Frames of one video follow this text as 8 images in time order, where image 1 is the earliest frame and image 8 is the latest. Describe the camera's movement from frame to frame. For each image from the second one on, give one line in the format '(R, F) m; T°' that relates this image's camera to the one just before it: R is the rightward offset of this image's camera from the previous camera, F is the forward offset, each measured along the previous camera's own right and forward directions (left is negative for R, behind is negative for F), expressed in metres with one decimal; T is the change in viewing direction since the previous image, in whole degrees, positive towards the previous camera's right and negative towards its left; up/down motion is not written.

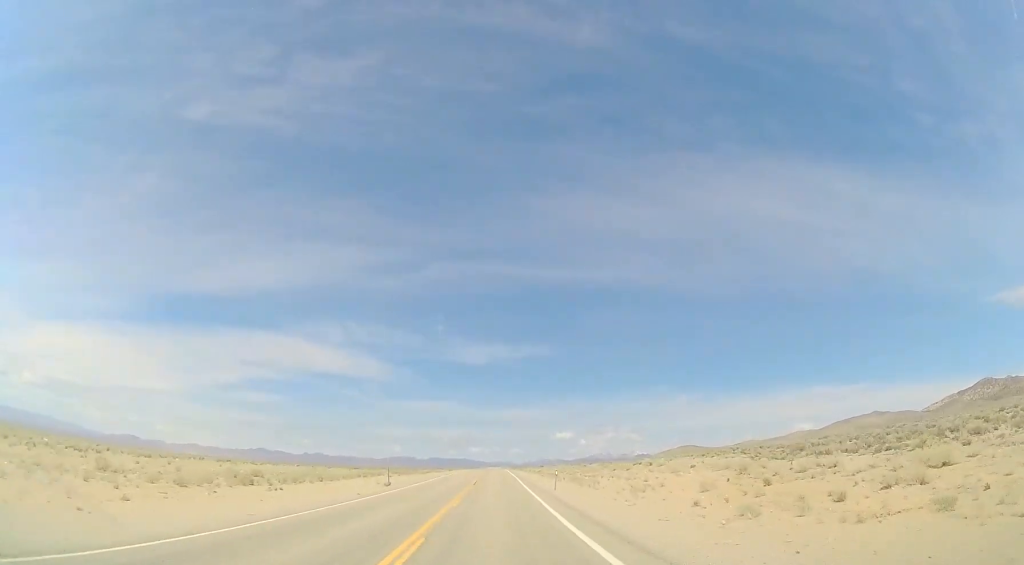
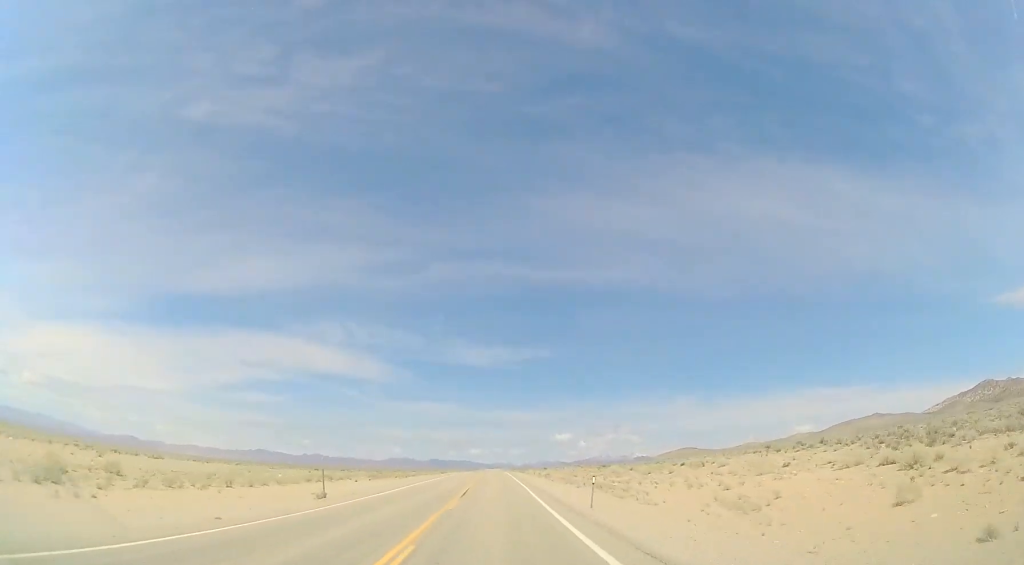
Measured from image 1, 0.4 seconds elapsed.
(0.0, +13.5) m; 0°
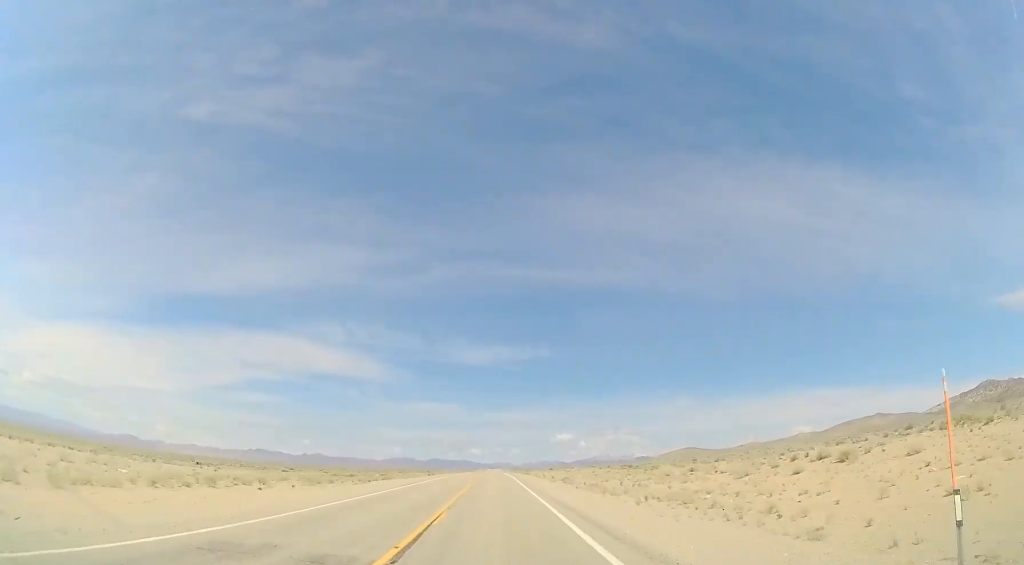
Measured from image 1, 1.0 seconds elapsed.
(-0.2, +17.7) m; +1°
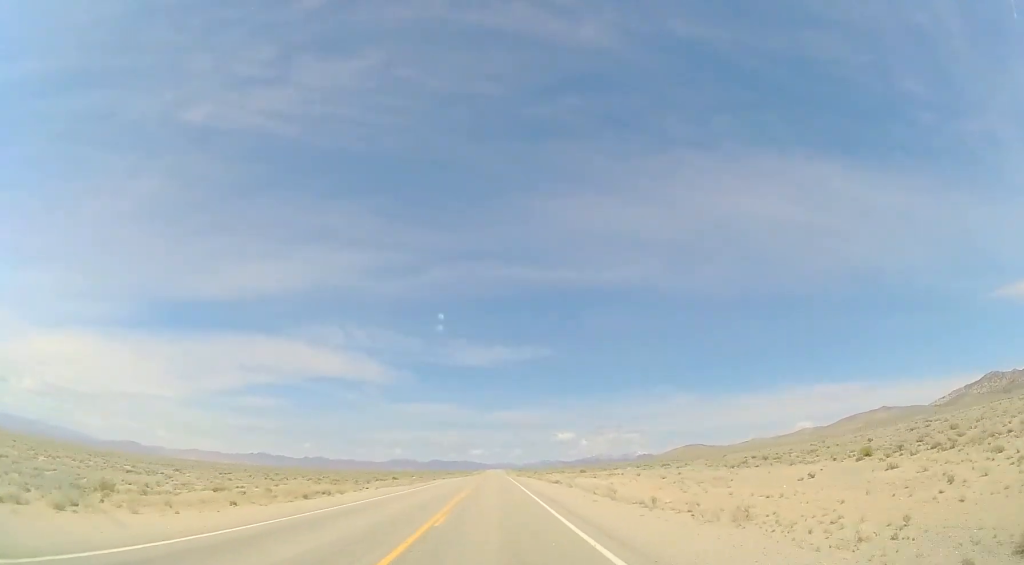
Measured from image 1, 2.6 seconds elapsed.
(+0.7, +49.3) m; 0°
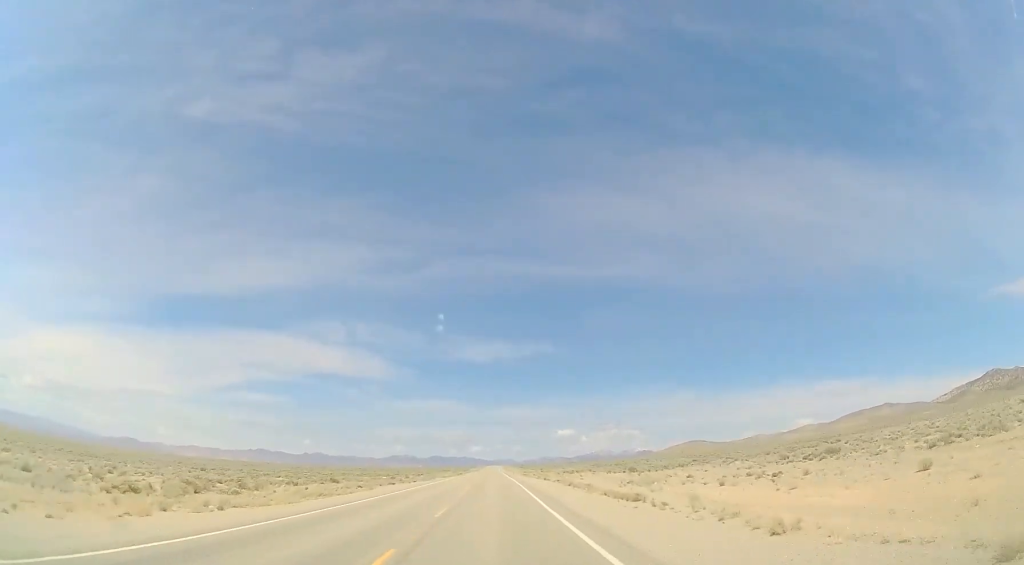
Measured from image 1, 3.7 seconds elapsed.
(-0.4, +34.6) m; -1°
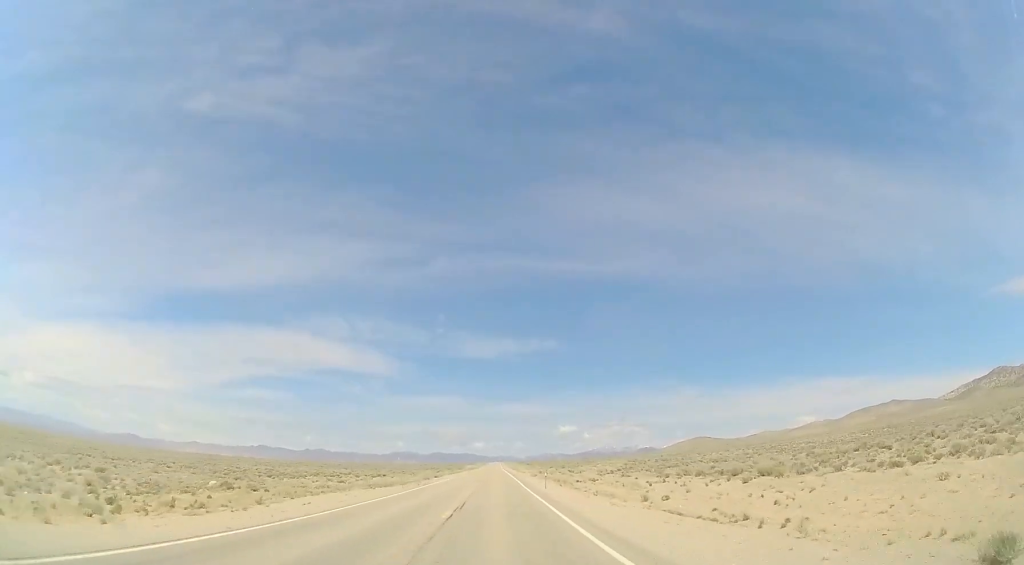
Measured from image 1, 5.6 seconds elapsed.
(0.0, +60.9) m; 0°
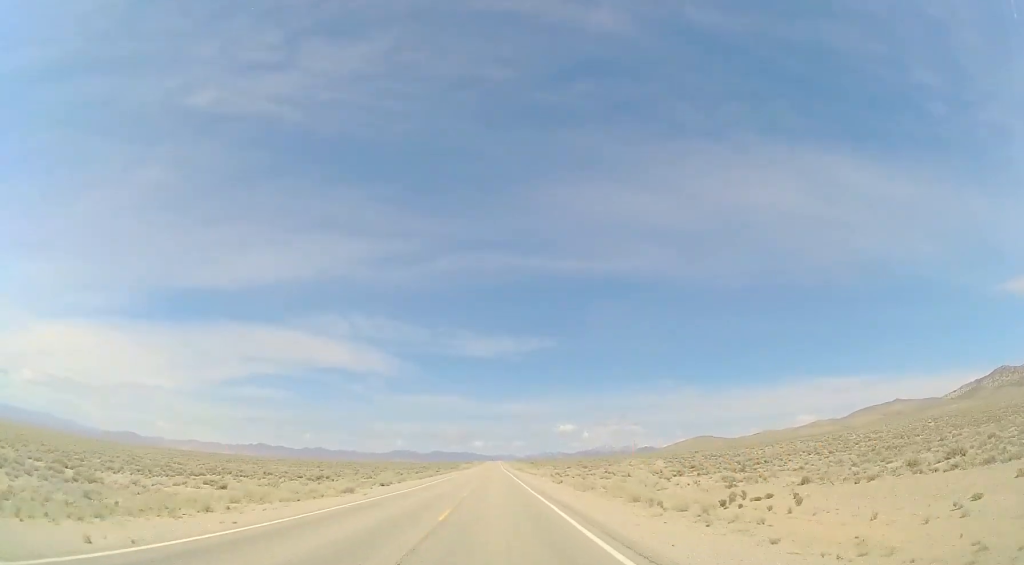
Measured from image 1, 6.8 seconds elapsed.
(-0.2, +37.9) m; 0°
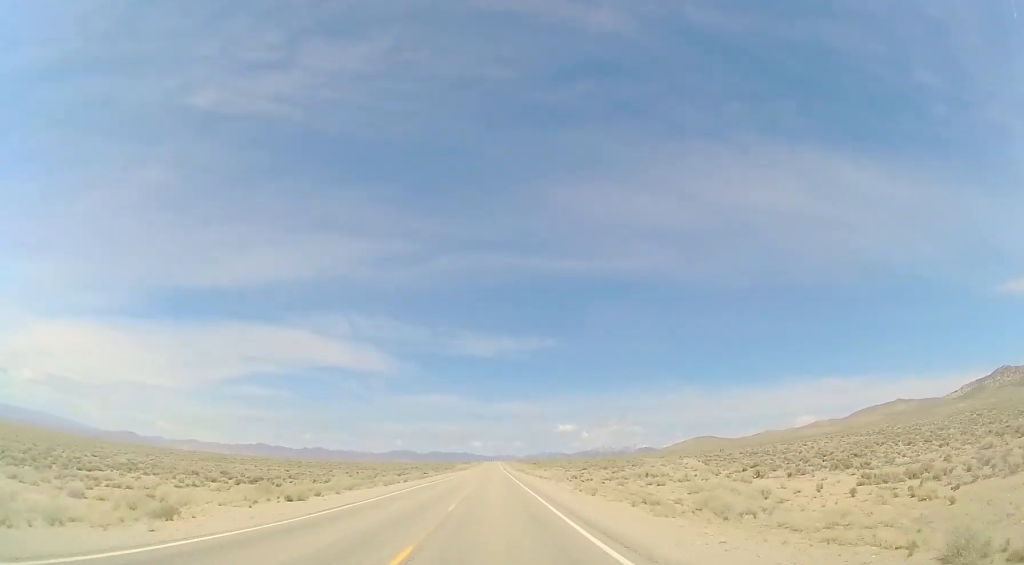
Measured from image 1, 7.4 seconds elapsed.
(+0.1, +20.1) m; +1°
